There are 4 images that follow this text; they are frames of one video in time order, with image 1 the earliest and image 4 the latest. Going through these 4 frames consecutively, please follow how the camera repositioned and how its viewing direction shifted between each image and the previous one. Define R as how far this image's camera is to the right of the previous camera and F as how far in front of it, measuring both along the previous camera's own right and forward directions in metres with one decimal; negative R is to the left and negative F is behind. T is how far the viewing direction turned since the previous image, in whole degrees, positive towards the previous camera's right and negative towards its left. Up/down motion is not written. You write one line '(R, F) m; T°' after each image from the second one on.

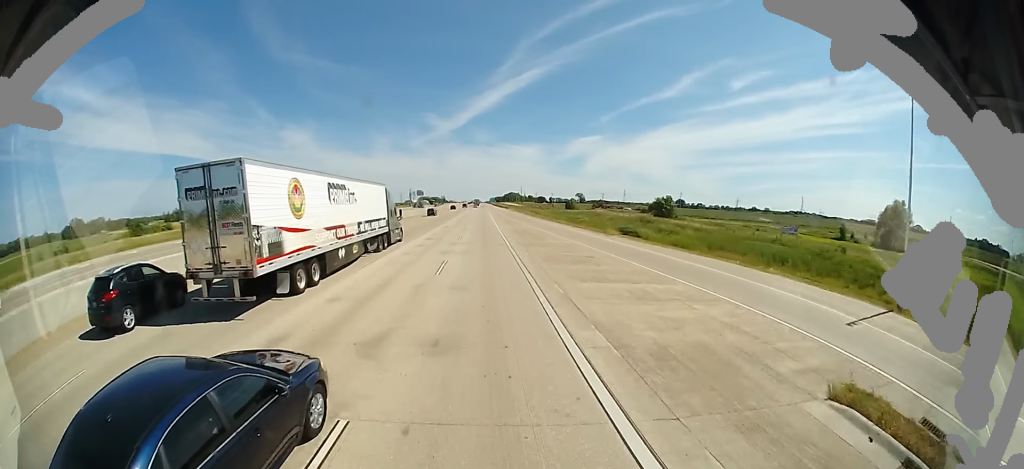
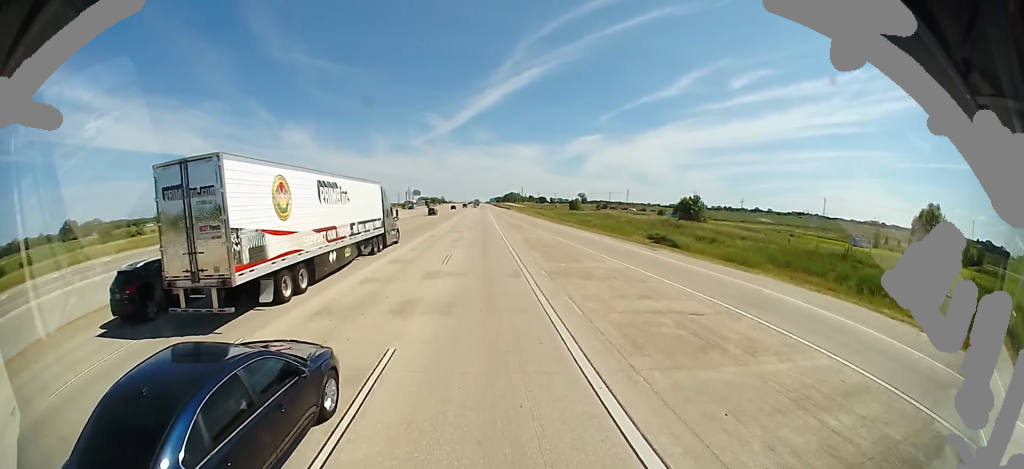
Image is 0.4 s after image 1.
(+0.2, +12.3) m; 0°
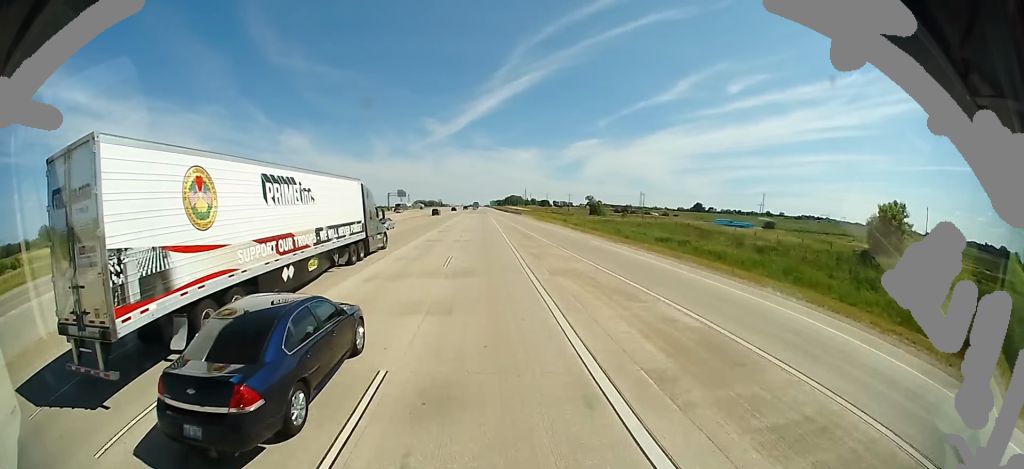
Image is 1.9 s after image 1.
(-0.2, +45.7) m; 0°
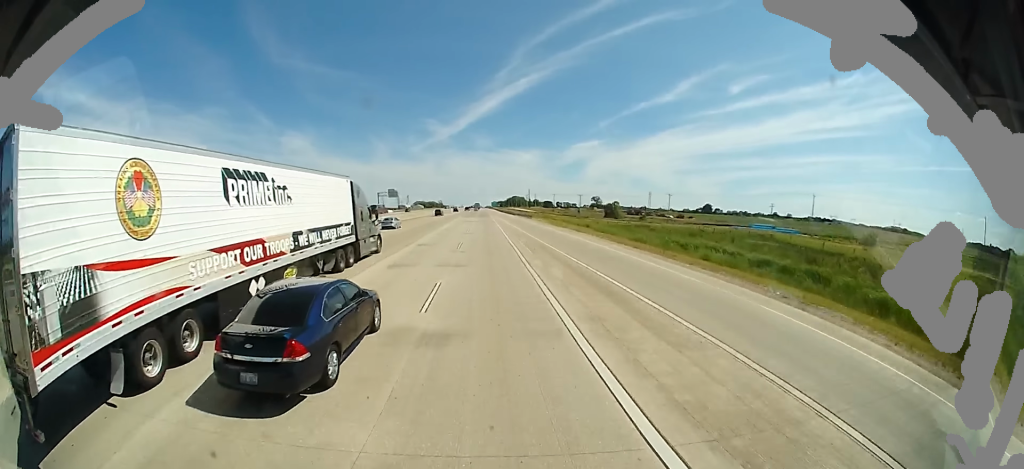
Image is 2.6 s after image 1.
(+0.2, +22.4) m; 0°
